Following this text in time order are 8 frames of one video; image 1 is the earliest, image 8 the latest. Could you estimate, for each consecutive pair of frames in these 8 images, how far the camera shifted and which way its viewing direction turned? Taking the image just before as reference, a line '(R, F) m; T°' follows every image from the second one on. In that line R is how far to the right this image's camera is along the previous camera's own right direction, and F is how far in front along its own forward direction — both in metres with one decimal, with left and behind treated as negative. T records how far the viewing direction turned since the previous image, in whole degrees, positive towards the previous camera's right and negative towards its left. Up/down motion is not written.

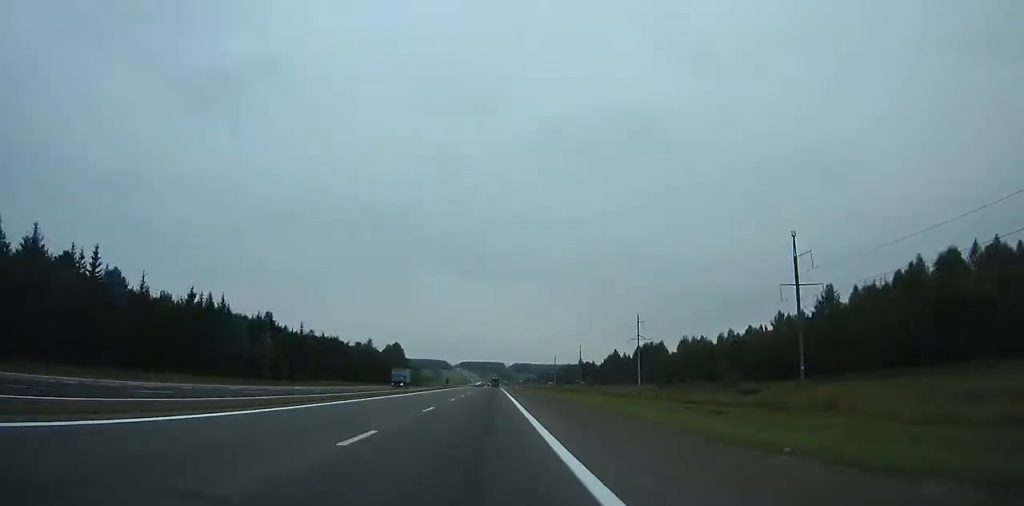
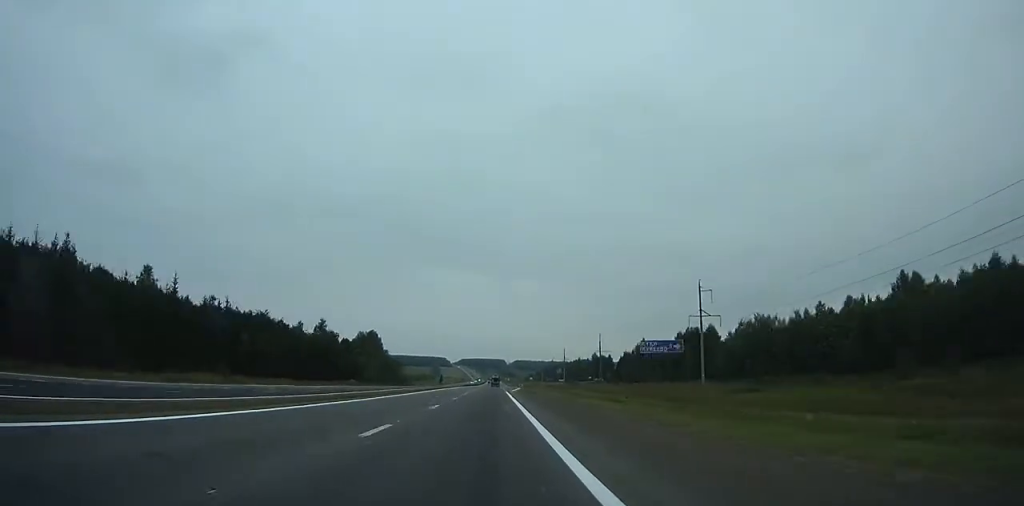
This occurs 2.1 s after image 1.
(0.0, +58.2) m; 0°
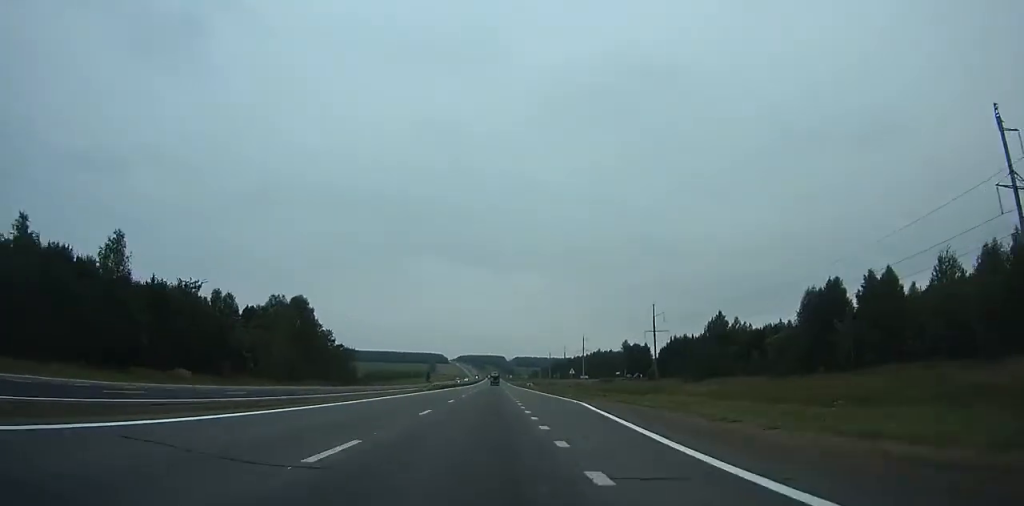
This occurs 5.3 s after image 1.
(-0.1, +88.9) m; 0°
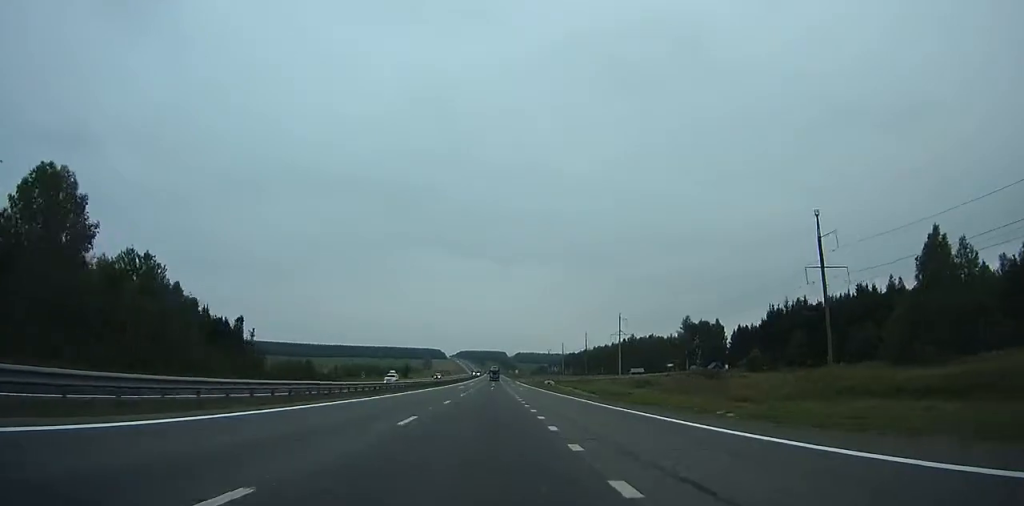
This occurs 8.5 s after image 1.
(+0.1, +88.9) m; 0°
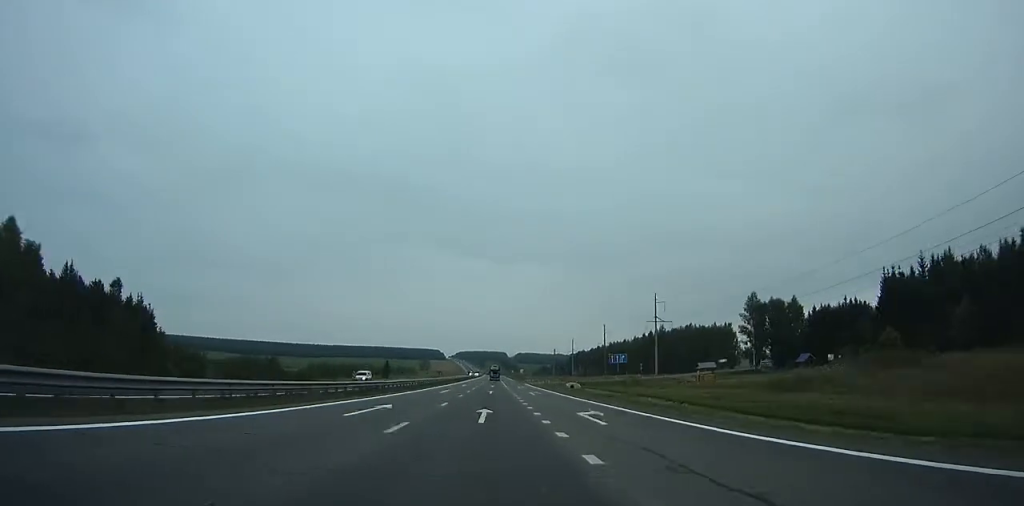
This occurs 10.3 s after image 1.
(0.0, +49.8) m; 0°
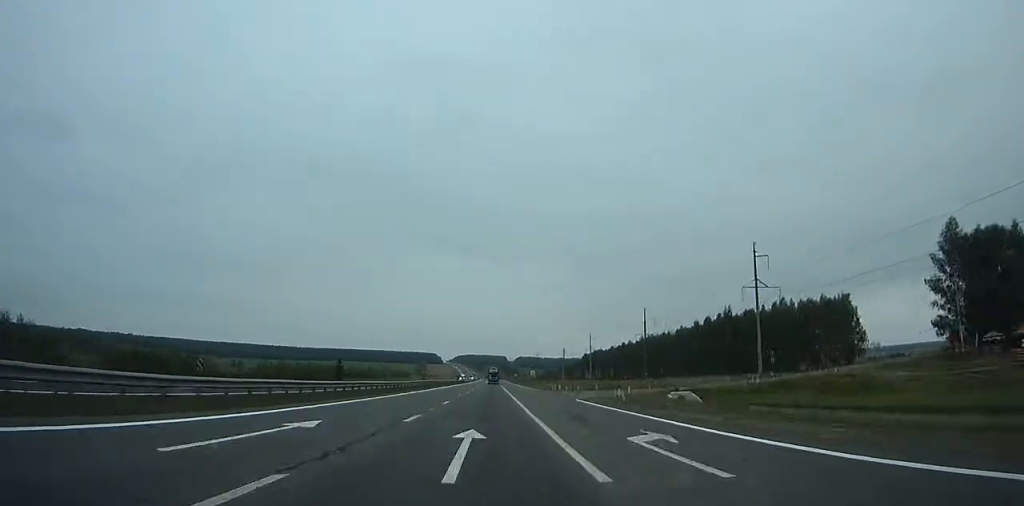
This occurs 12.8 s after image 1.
(0.0, +68.9) m; 0°
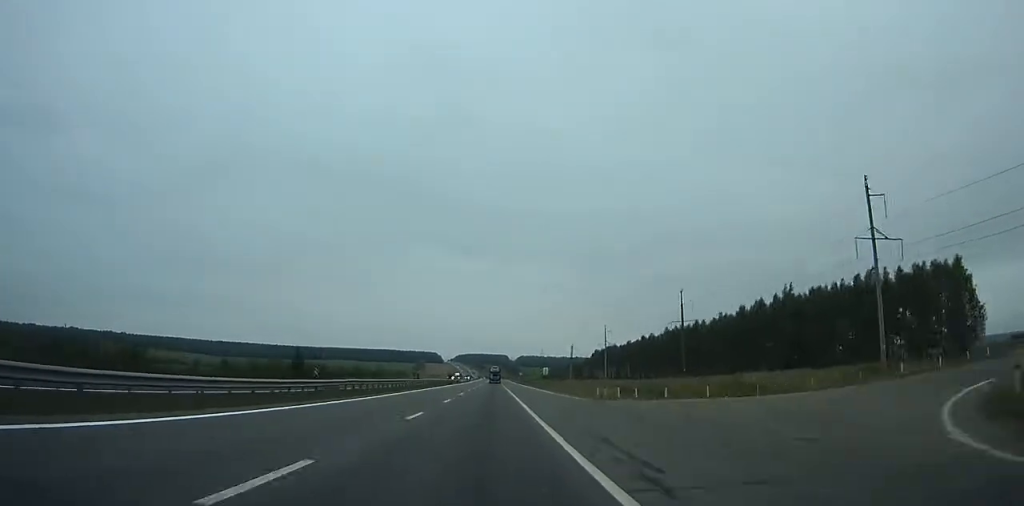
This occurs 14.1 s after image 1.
(-0.1, +35.3) m; 0°
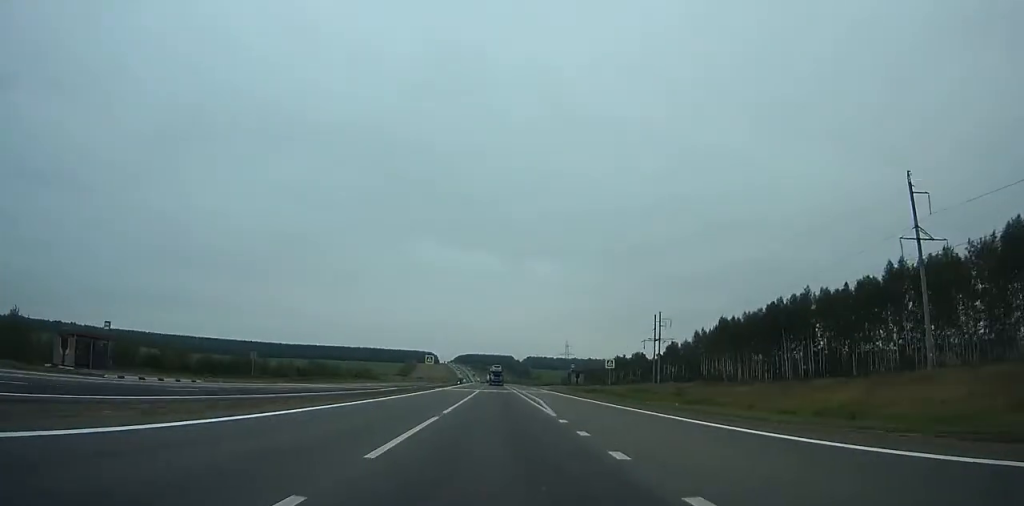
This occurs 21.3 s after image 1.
(-0.8, +193.1) m; 0°
